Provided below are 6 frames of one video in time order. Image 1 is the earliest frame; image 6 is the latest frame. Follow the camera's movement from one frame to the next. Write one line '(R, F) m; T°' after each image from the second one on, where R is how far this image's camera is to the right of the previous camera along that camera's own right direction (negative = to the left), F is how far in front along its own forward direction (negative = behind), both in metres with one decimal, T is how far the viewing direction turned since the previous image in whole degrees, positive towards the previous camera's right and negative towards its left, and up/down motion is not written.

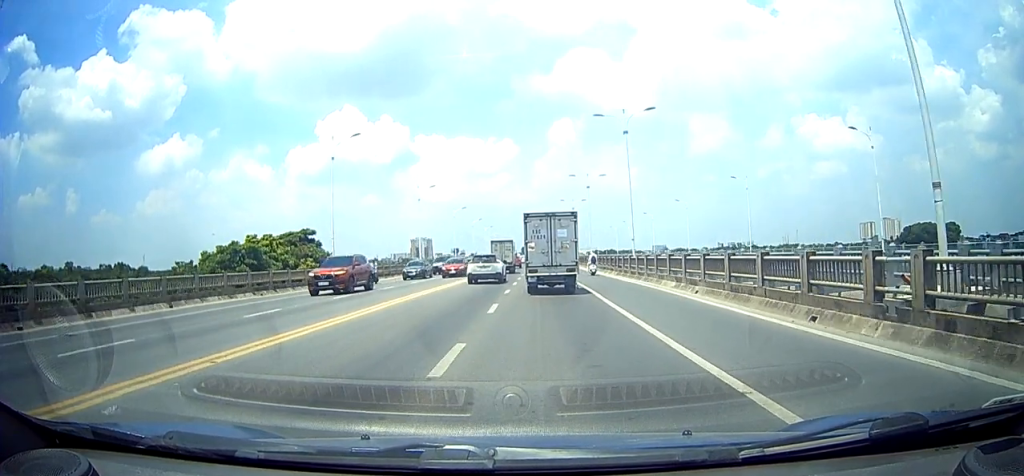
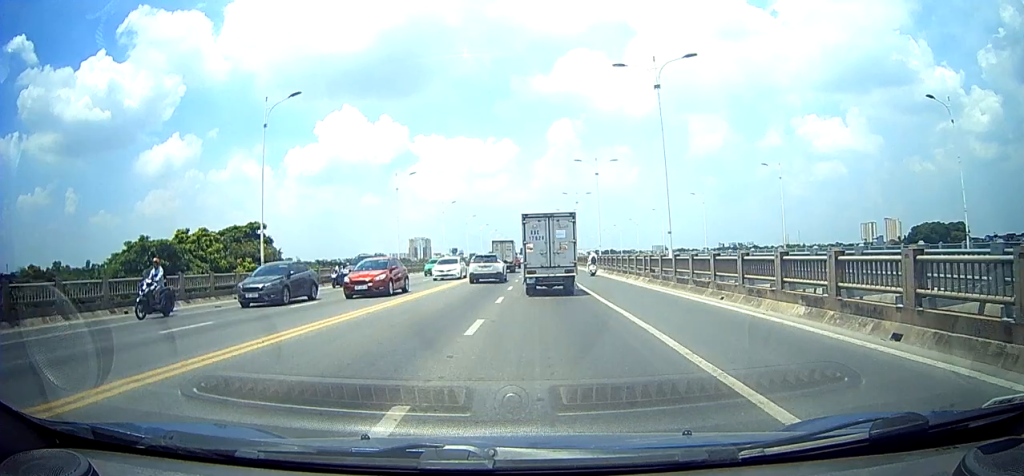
(-0.1, +11.4) m; -1°
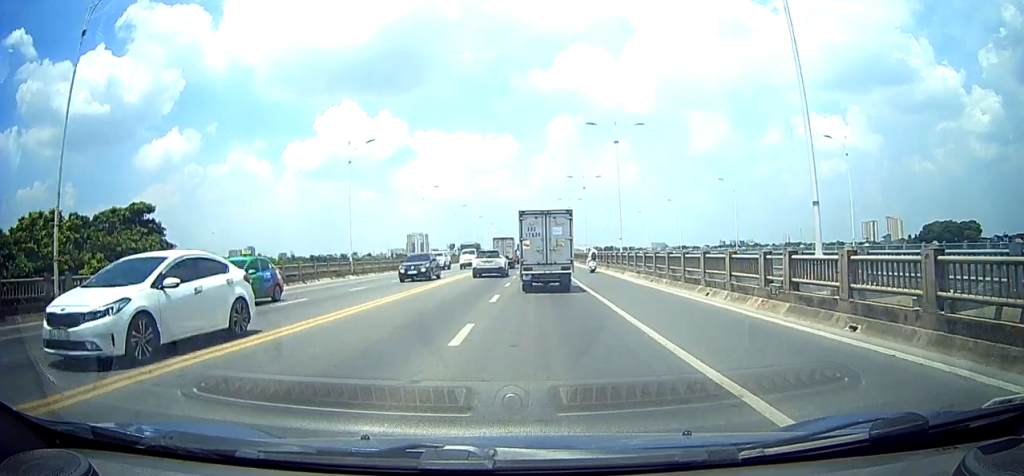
(-0.1, +15.4) m; 0°
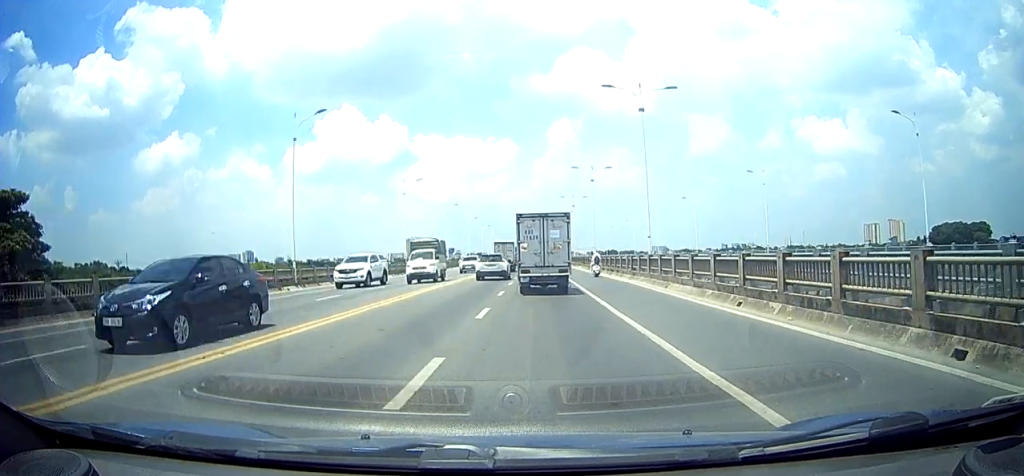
(0.0, +10.8) m; +1°
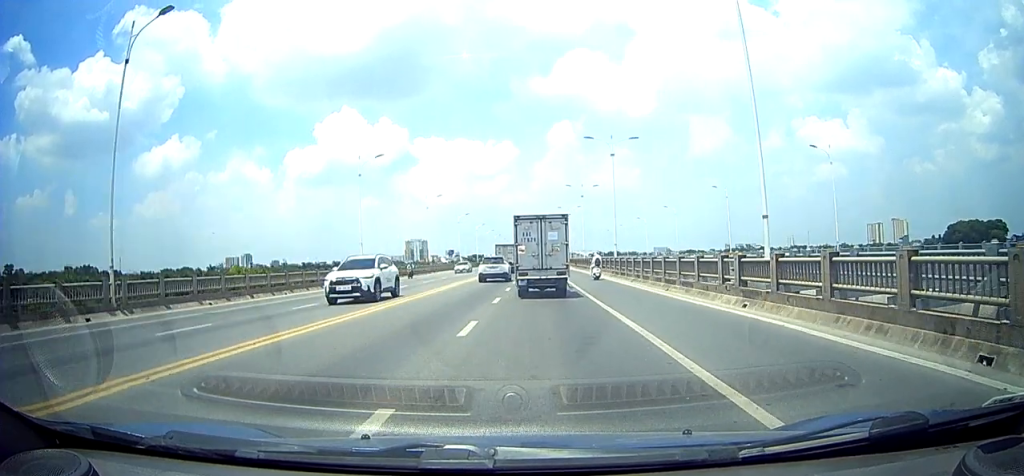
(+0.2, +16.3) m; +1°
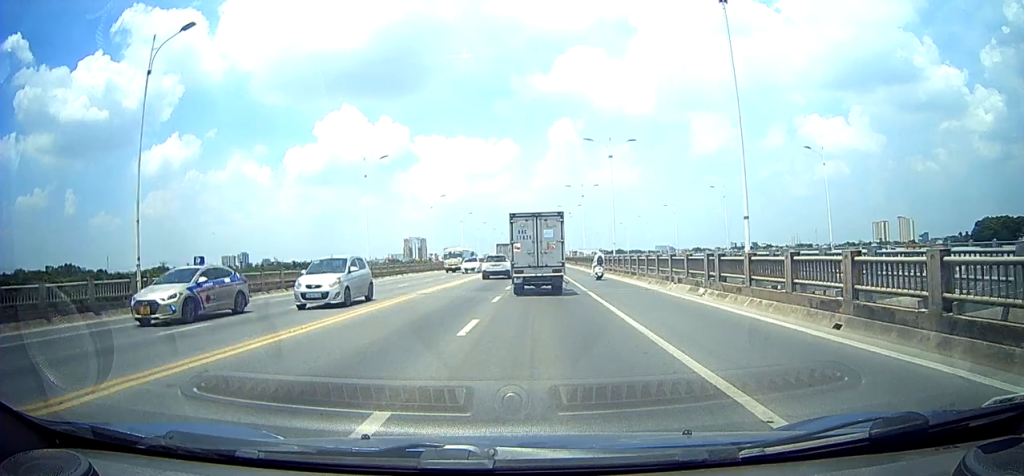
(+0.1, +28.9) m; 0°
